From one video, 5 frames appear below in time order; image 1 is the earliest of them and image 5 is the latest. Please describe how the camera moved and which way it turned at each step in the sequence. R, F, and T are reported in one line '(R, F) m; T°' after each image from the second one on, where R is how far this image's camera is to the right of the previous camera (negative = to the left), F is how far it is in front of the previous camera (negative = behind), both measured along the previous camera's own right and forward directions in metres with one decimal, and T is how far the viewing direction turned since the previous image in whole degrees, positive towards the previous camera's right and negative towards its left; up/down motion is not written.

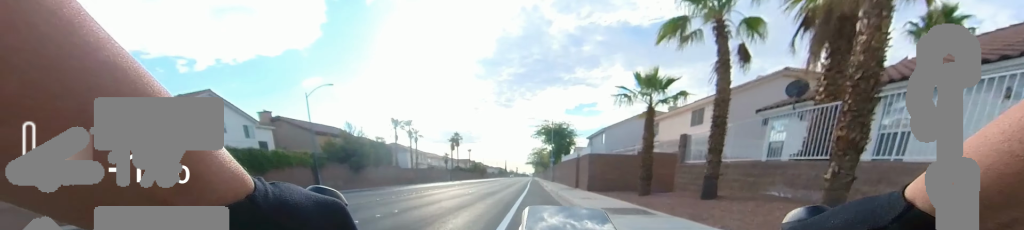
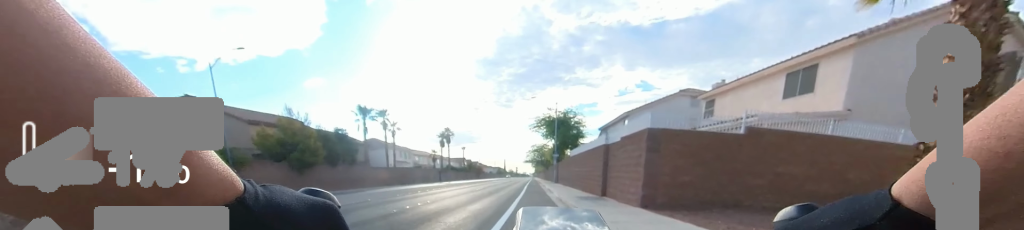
(0.0, +9.5) m; 0°
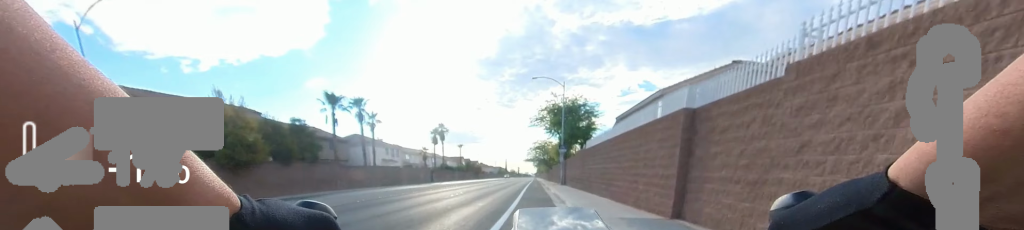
(0.0, +7.1) m; 0°
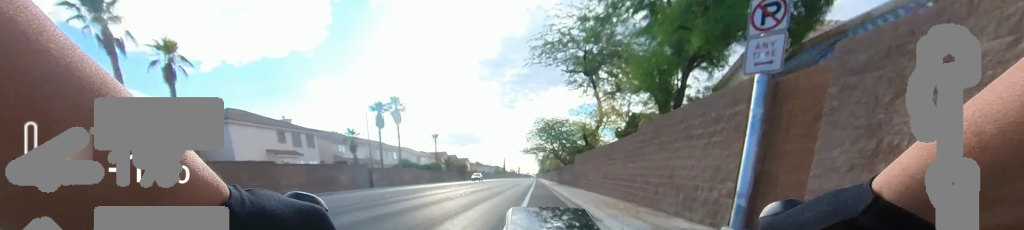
(0.0, +25.0) m; 0°
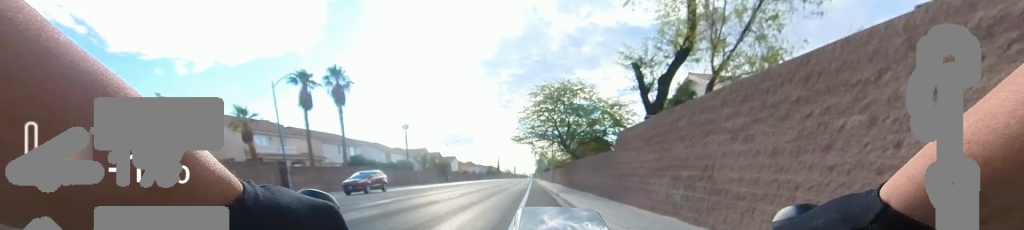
(0.0, +13.8) m; 0°
